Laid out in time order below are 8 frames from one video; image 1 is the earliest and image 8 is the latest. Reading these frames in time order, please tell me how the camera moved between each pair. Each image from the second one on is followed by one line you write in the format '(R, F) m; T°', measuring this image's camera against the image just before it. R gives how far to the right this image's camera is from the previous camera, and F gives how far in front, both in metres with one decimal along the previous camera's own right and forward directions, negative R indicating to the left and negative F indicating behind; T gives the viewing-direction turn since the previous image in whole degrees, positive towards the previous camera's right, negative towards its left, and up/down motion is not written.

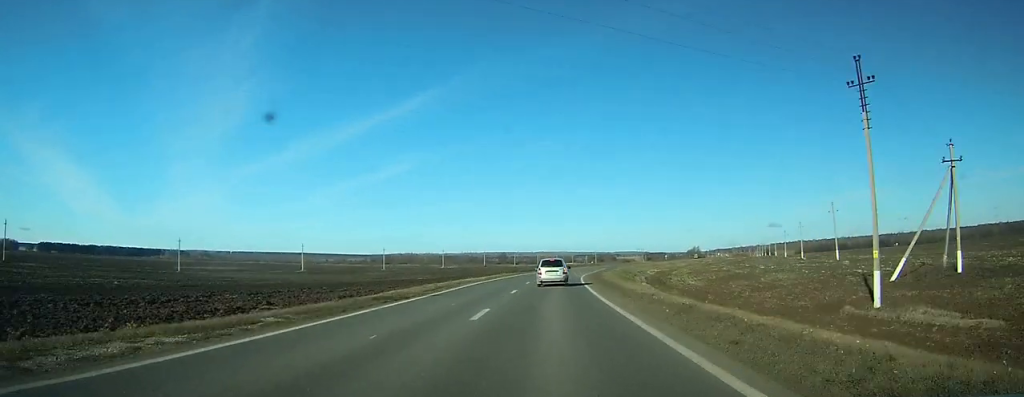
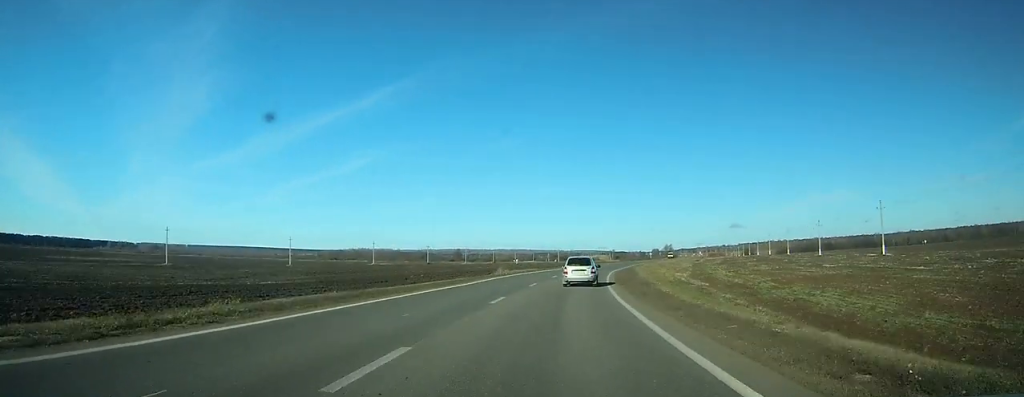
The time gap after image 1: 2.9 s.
(+1.8, +57.2) m; +5°
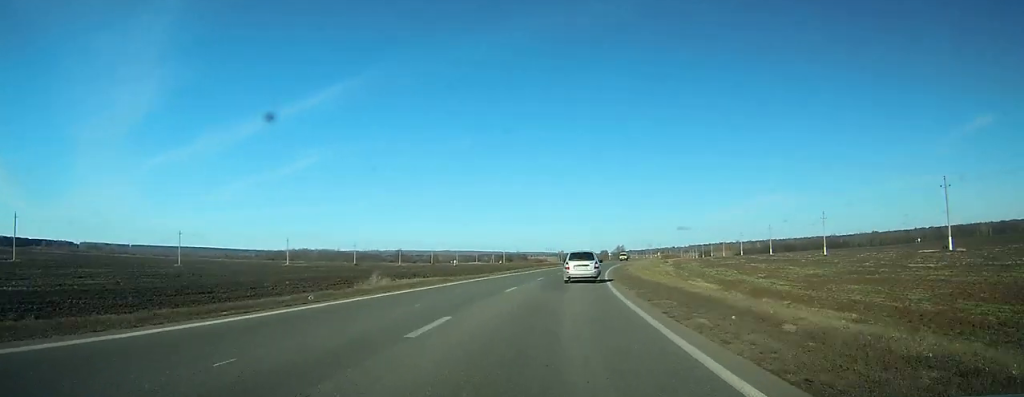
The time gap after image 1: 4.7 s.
(+1.1, +35.2) m; +4°
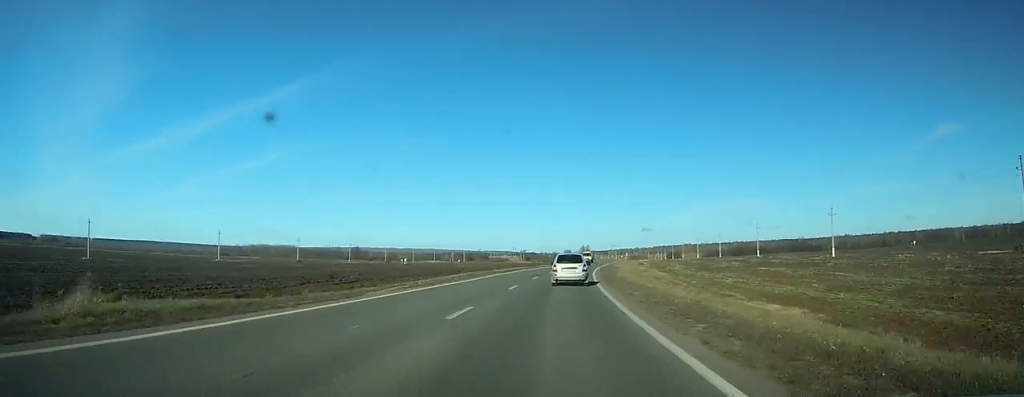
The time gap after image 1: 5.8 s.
(+0.8, +23.5) m; +3°
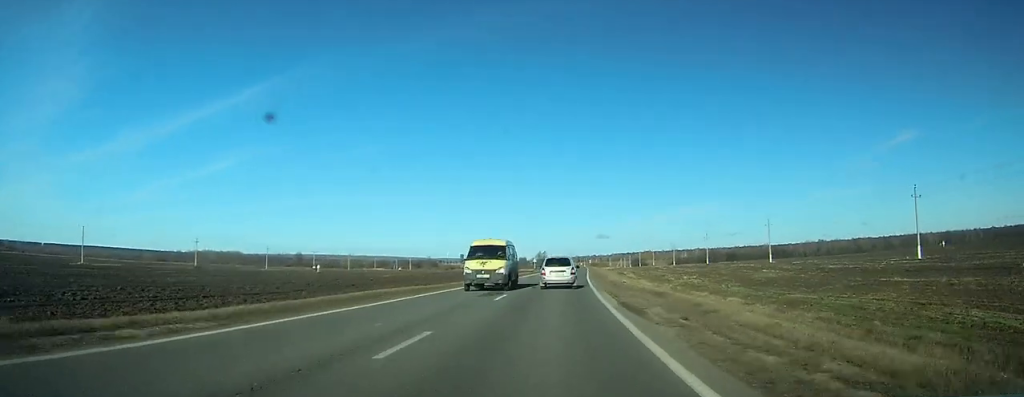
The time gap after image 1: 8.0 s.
(+2.1, +43.9) m; +5°
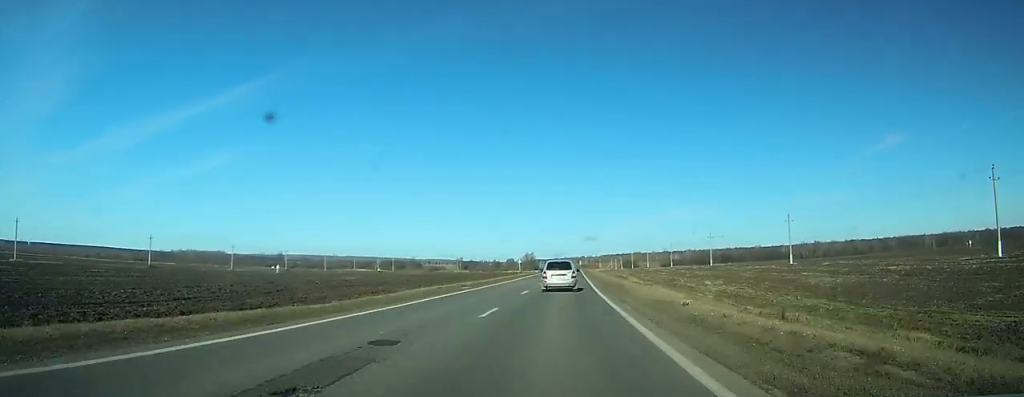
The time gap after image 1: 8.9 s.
(+0.4, +17.9) m; +1°
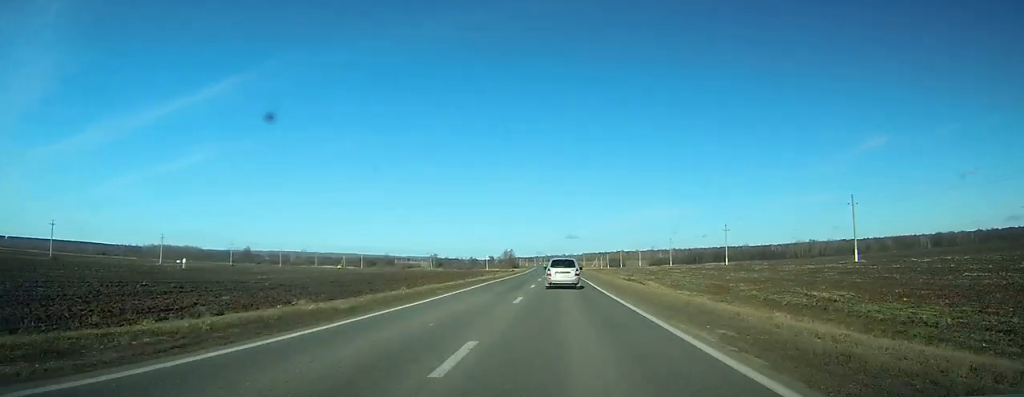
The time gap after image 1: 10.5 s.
(+0.6, +30.5) m; +2°
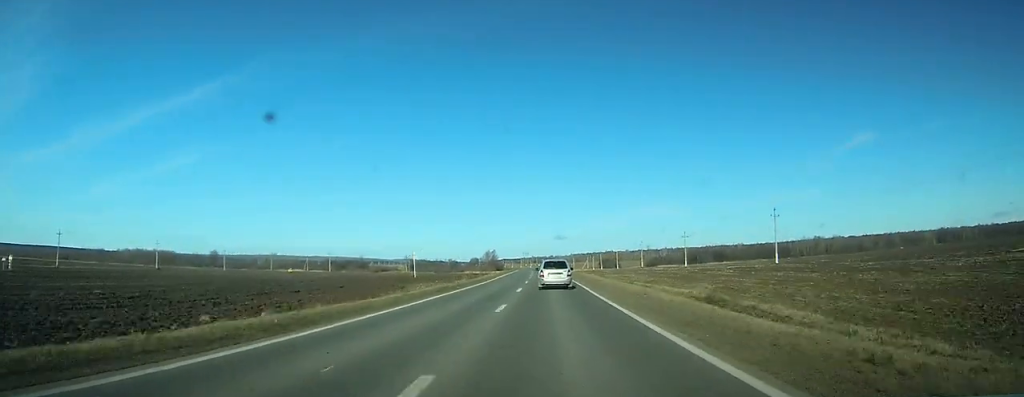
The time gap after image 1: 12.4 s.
(+0.4, +36.4) m; +1°
